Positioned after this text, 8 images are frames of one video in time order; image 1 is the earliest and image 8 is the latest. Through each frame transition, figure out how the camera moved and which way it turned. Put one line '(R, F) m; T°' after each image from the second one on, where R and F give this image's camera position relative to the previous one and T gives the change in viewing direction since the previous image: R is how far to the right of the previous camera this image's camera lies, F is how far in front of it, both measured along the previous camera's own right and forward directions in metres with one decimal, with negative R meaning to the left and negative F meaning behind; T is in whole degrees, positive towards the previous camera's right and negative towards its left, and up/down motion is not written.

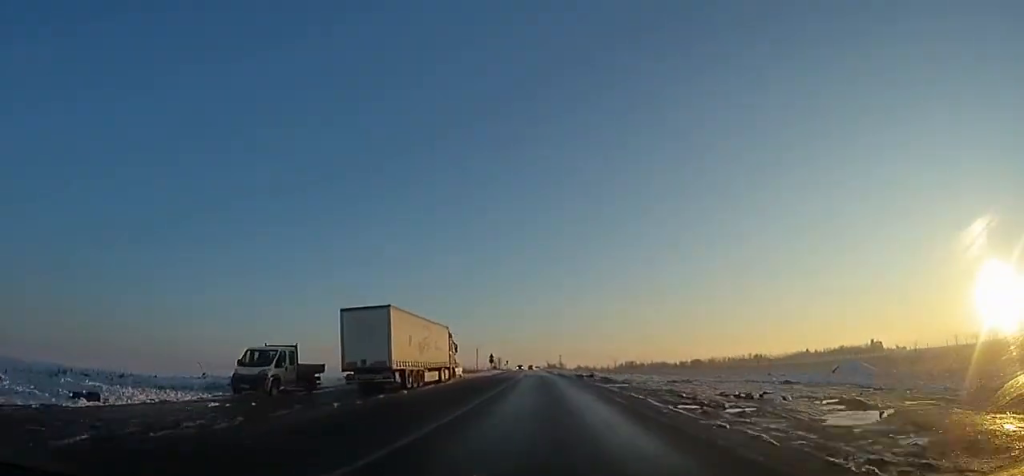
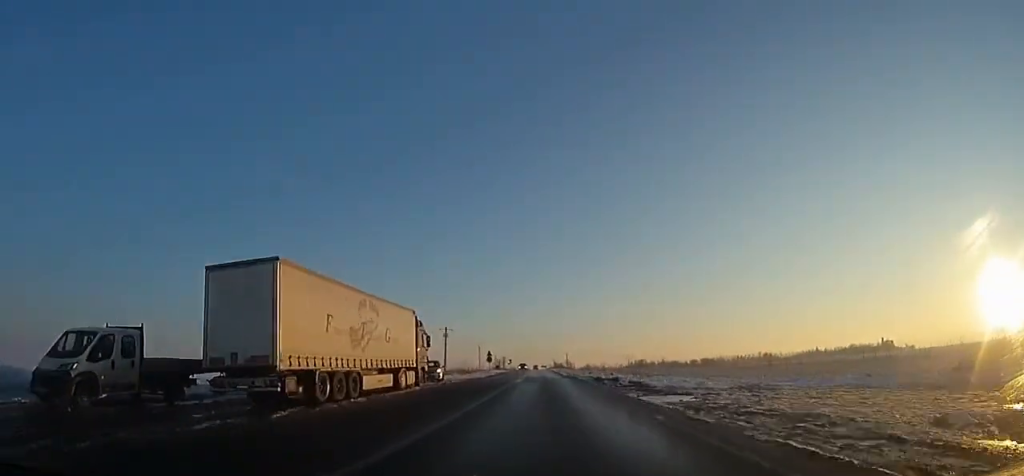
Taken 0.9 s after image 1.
(-0.4, +11.1) m; 0°
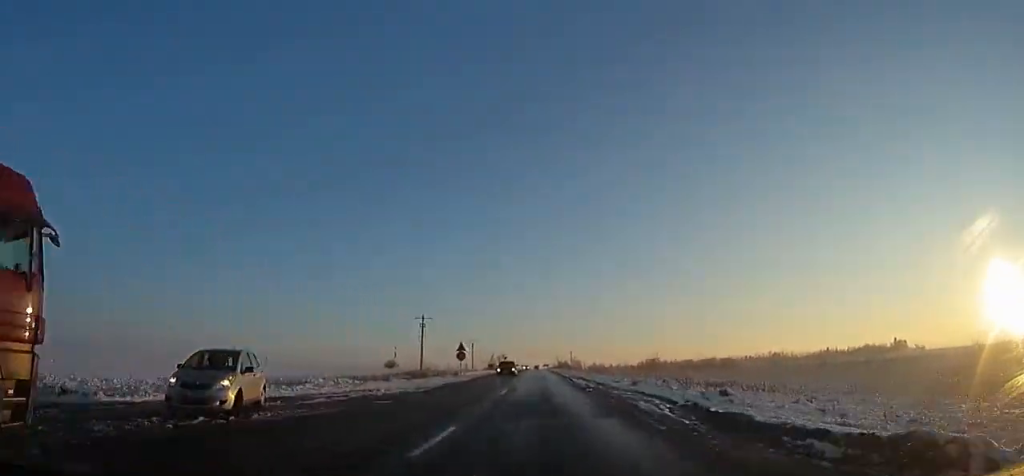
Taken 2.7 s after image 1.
(+0.2, +24.6) m; 0°
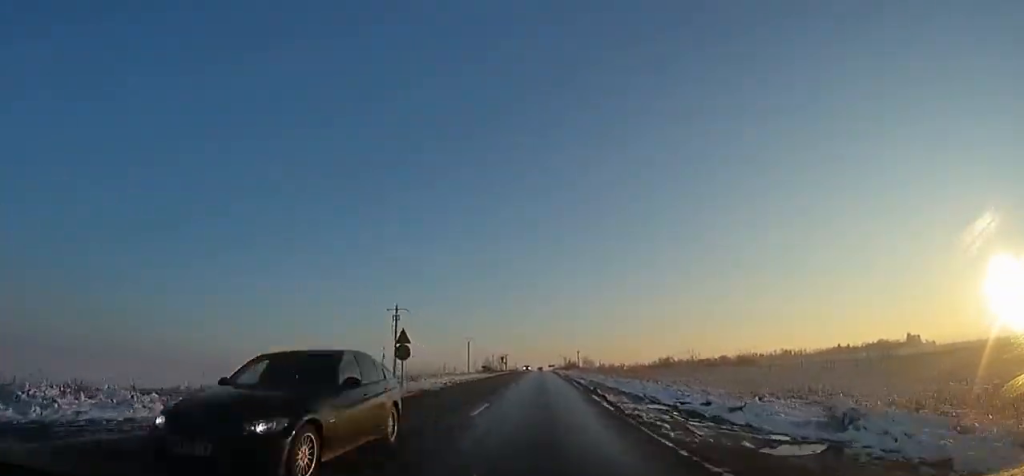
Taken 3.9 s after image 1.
(+0.3, +18.1) m; 0°
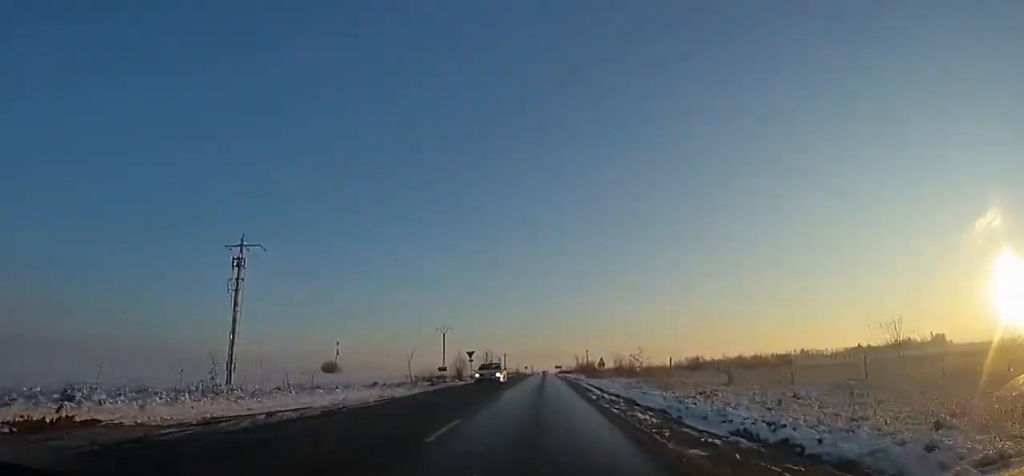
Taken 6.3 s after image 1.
(-1.0, +39.3) m; -1°
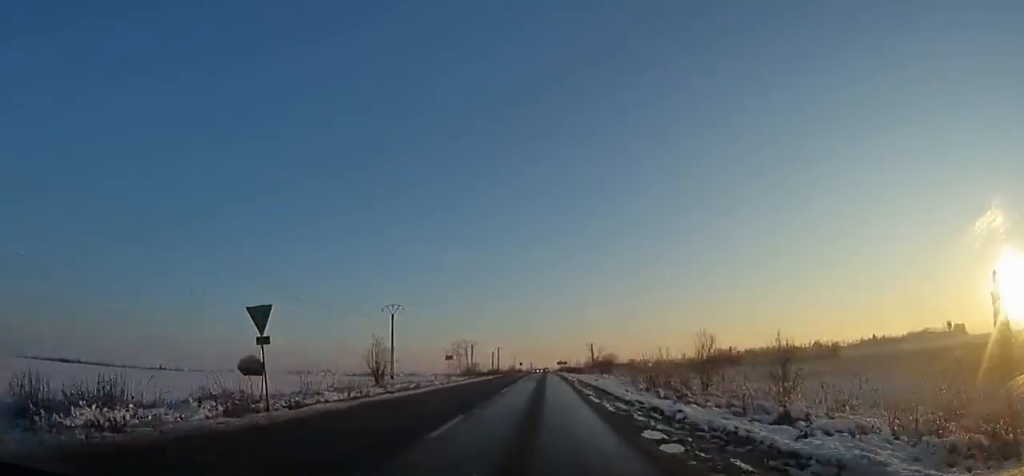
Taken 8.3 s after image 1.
(+0.1, +34.4) m; 0°
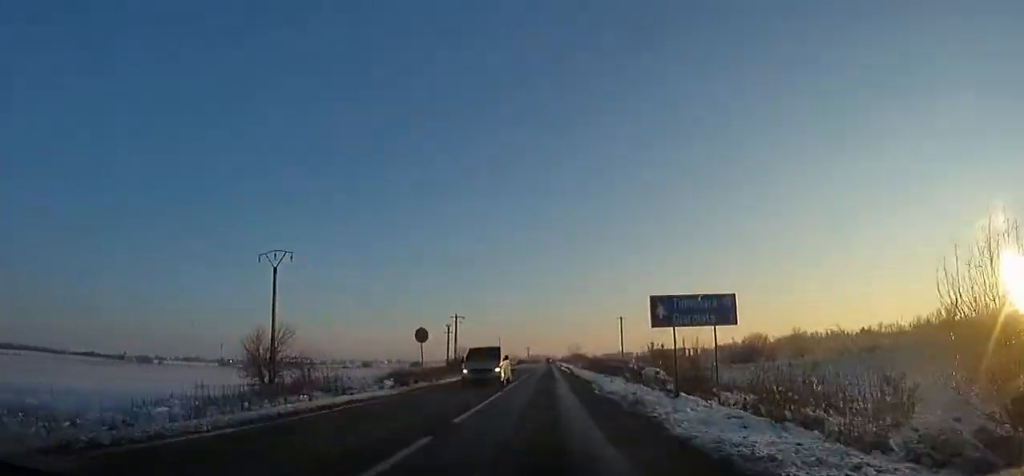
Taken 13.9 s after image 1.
(+0.3, +105.5) m; 0°
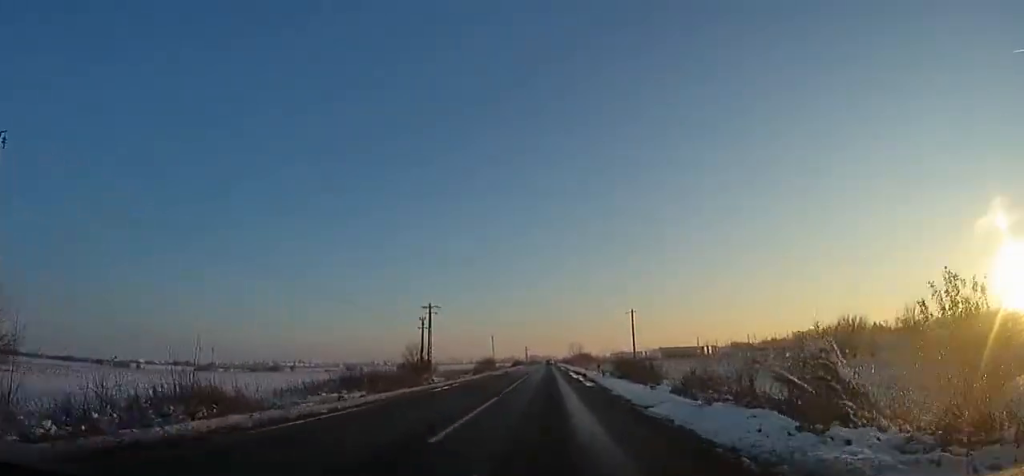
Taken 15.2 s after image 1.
(0.0, +25.1) m; 0°
